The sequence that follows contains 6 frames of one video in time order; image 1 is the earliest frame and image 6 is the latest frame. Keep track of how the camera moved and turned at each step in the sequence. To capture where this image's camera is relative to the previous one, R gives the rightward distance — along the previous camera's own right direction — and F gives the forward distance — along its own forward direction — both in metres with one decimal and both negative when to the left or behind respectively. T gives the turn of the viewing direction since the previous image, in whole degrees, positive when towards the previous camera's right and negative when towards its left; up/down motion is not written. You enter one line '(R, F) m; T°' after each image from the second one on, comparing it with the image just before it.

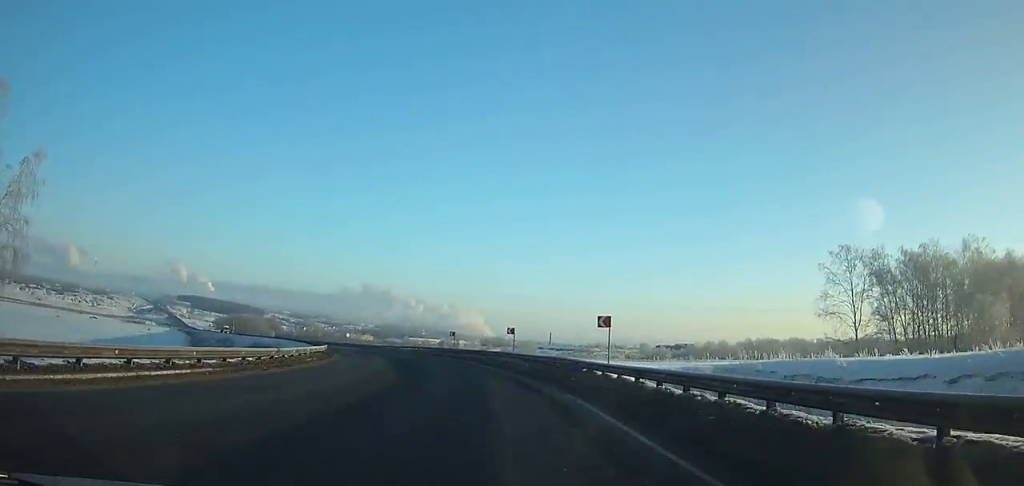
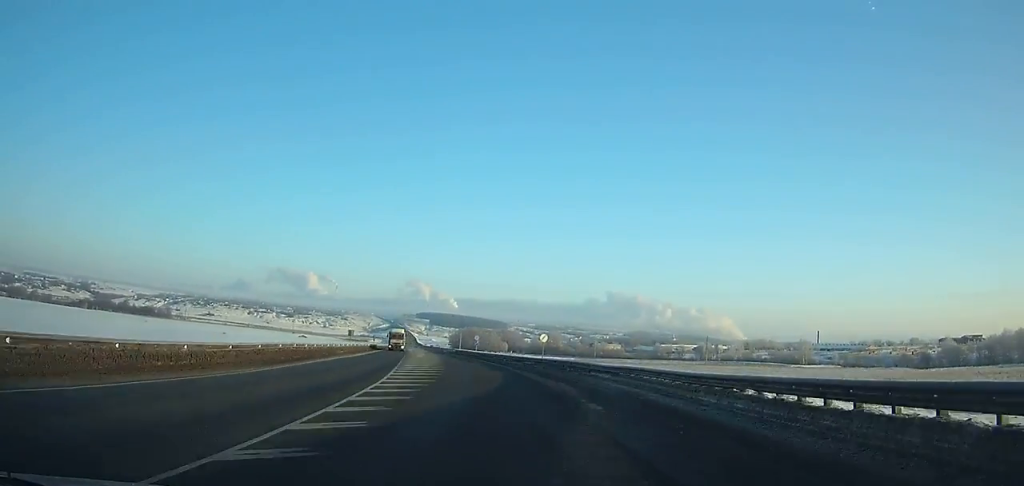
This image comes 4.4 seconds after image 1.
(-15.3, +73.8) m; -20°
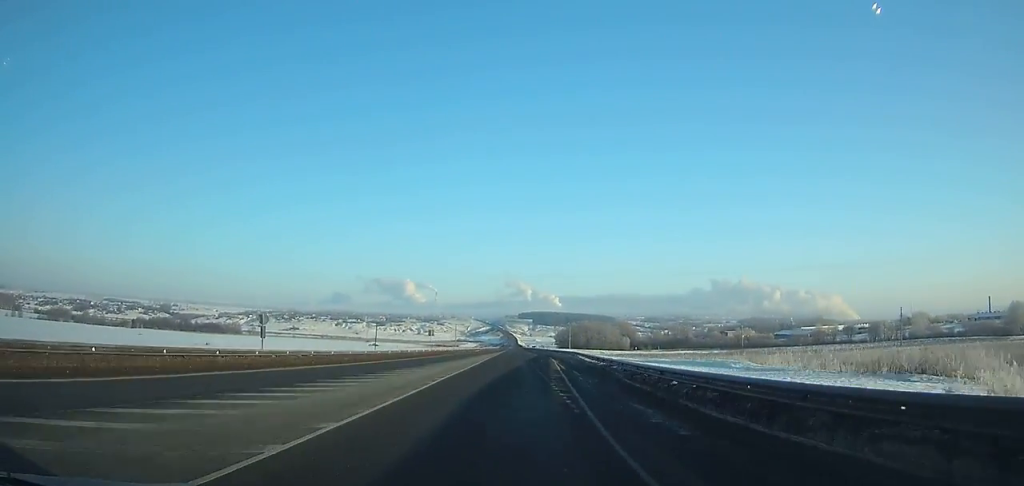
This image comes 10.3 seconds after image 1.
(-11.6, +109.4) m; -7°
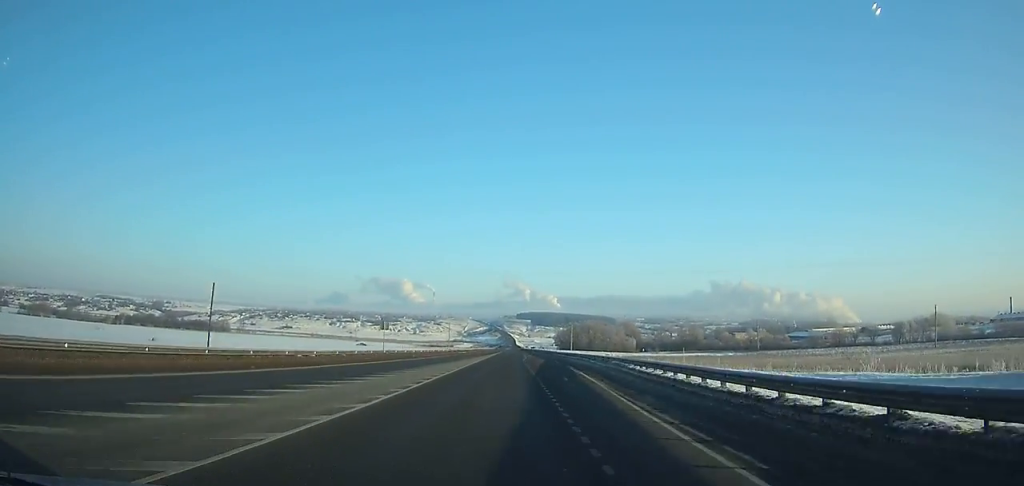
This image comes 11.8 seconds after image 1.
(0.0, +29.6) m; 0°
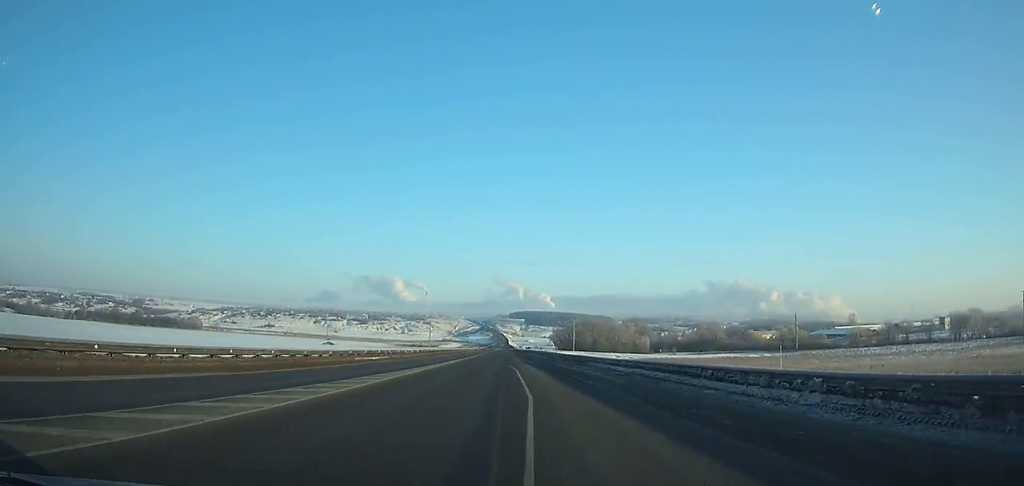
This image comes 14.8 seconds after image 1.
(0.0, +61.0) m; -1°
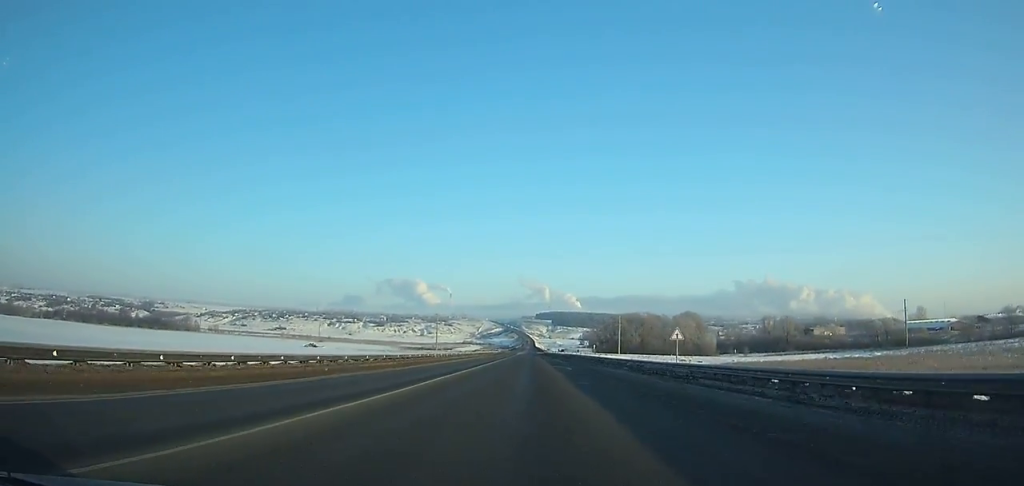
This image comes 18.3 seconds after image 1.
(-0.9, +73.5) m; -1°
